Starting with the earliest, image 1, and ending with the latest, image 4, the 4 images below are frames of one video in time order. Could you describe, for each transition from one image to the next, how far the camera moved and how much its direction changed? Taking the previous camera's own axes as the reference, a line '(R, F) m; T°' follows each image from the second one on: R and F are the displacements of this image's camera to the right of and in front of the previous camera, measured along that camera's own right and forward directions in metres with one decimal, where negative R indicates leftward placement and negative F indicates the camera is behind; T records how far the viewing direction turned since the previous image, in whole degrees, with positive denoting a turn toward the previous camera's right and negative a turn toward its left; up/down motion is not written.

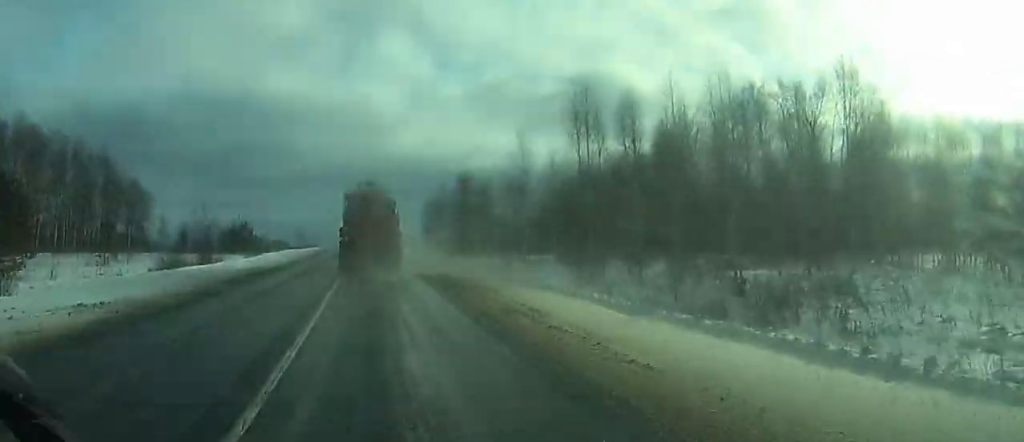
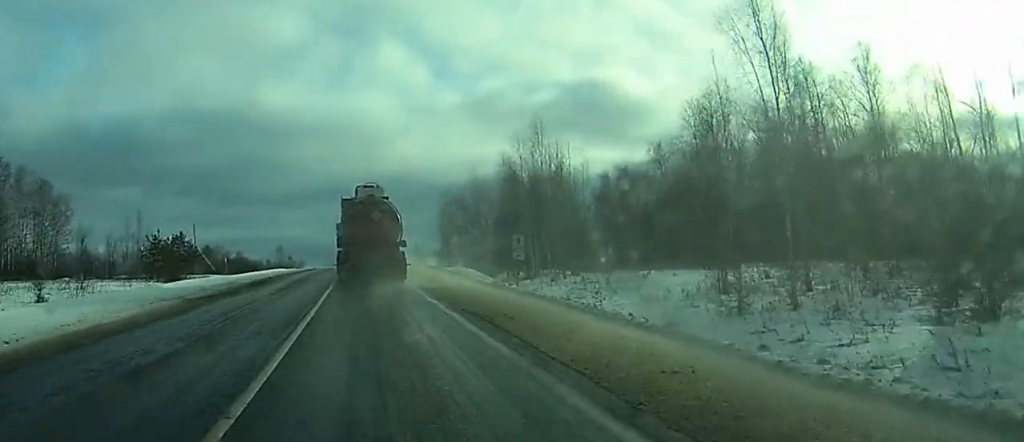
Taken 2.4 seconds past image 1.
(+0.1, +50.1) m; 0°
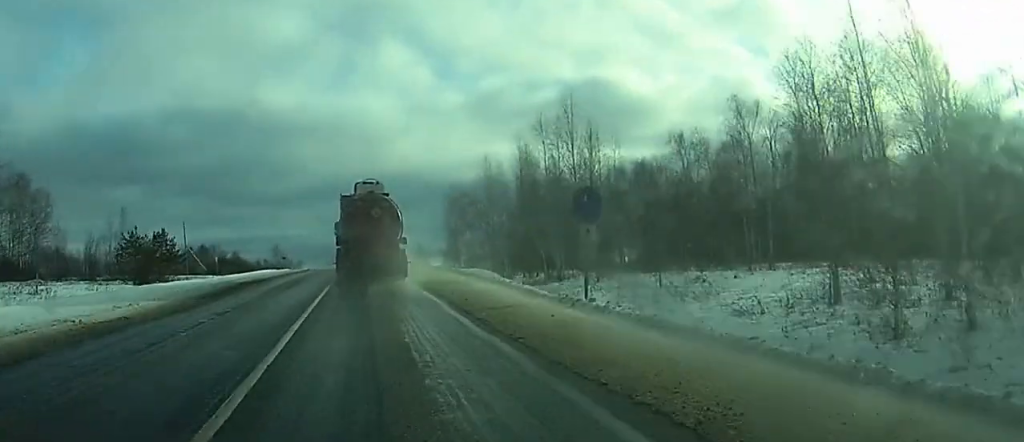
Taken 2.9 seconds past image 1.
(0.0, +9.6) m; 0°
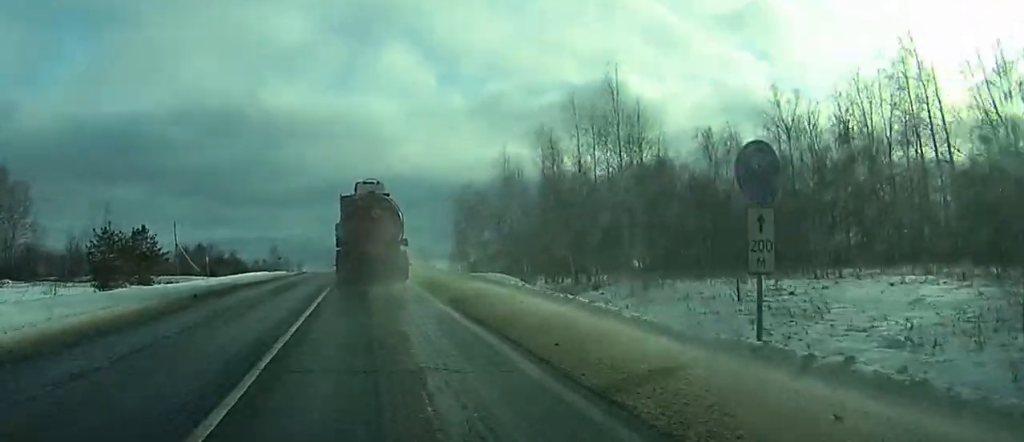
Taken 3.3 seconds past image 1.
(0.0, +9.5) m; 0°
